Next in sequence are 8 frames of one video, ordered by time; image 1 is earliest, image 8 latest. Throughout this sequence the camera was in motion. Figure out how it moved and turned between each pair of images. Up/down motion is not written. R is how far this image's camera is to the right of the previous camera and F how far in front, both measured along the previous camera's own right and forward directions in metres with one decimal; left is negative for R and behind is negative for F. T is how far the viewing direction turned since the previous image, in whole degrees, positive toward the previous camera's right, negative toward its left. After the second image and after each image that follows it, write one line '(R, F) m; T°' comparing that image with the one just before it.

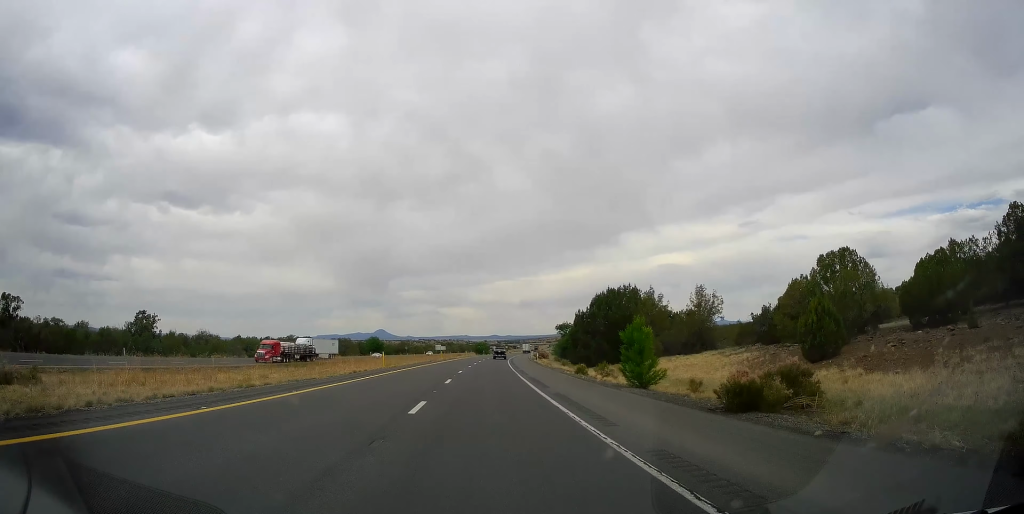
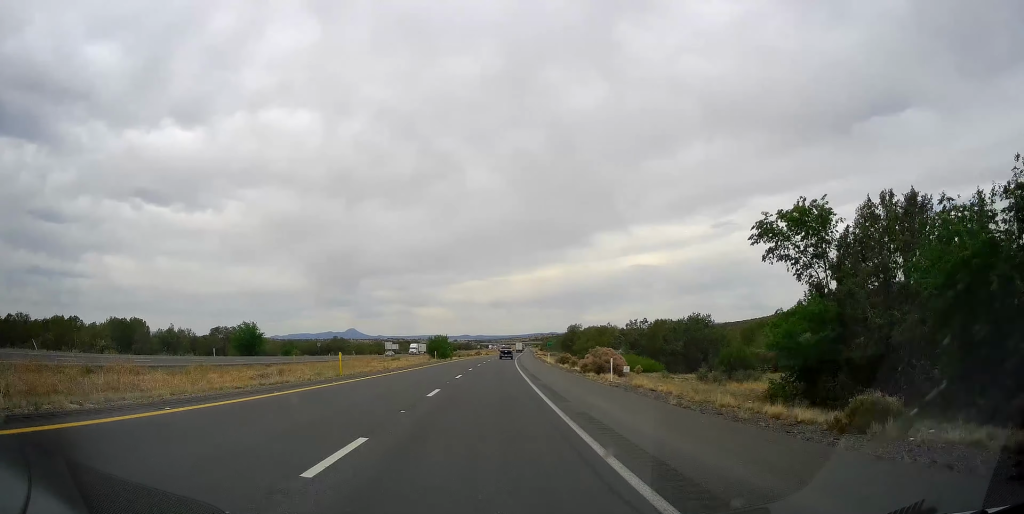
(+2.1, +91.9) m; +2°
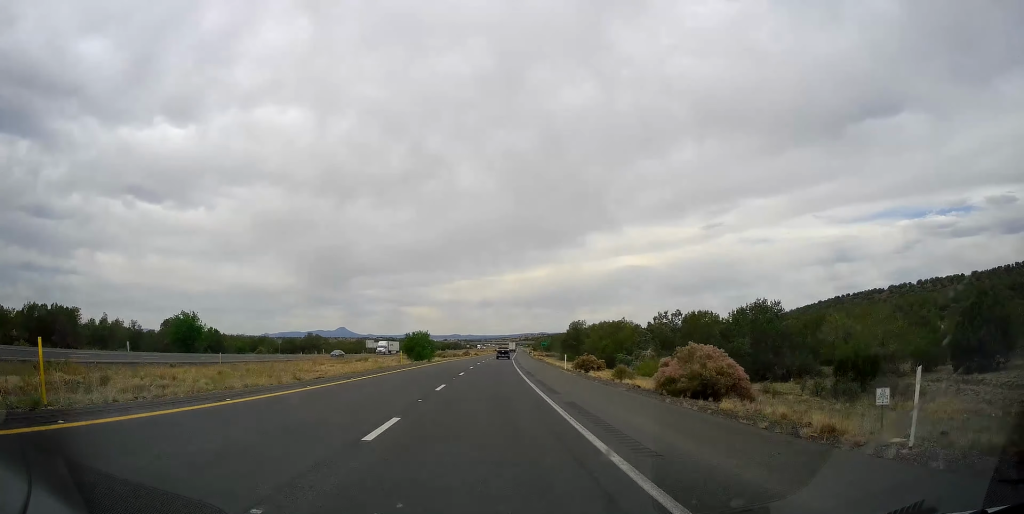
(+0.2, +21.5) m; +1°
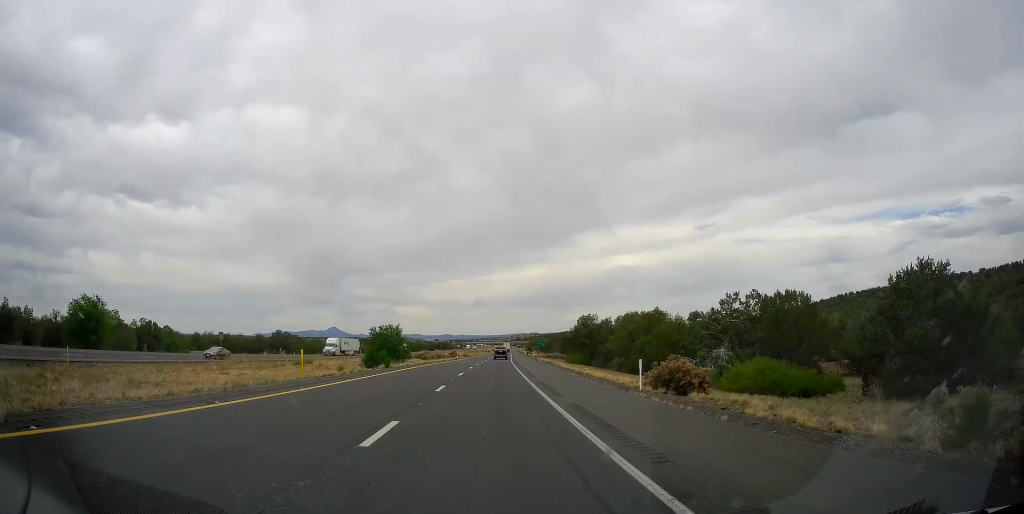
(+0.3, +25.0) m; +1°
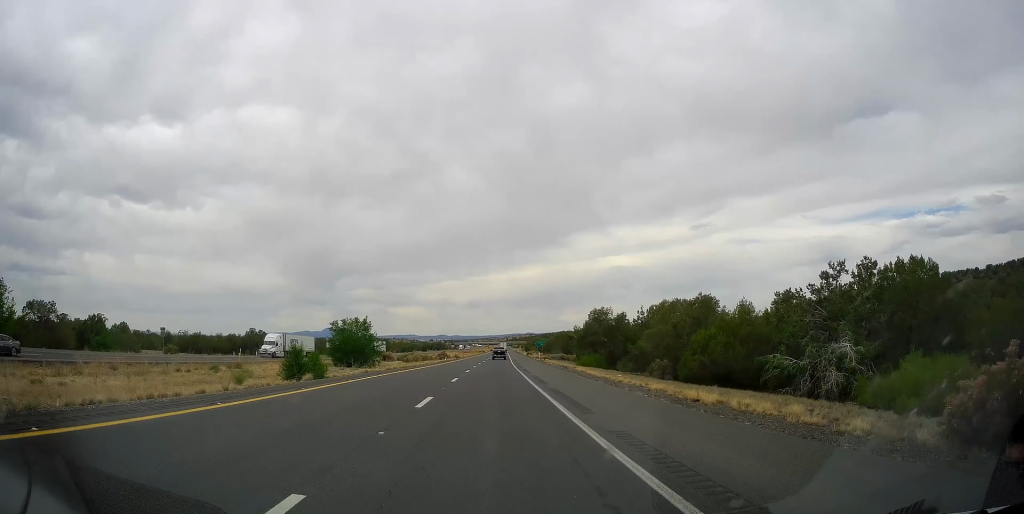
(+0.2, +18.2) m; +1°
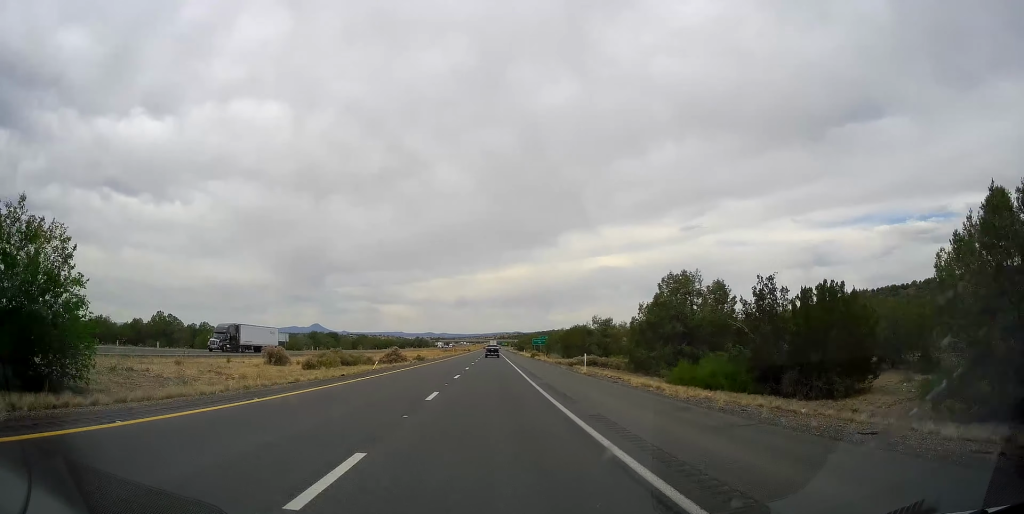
(+0.7, +46.4) m; +1°
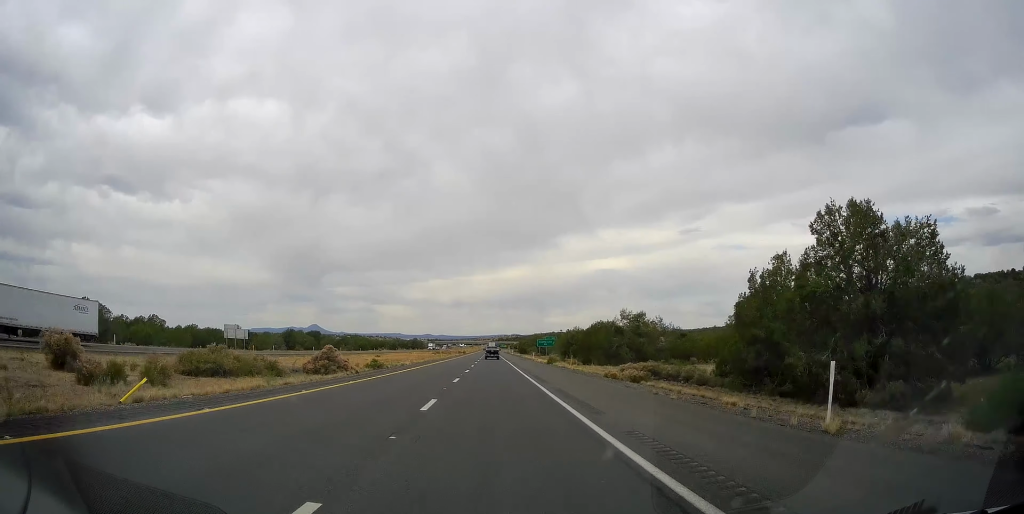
(-0.1, +27.1) m; +1°
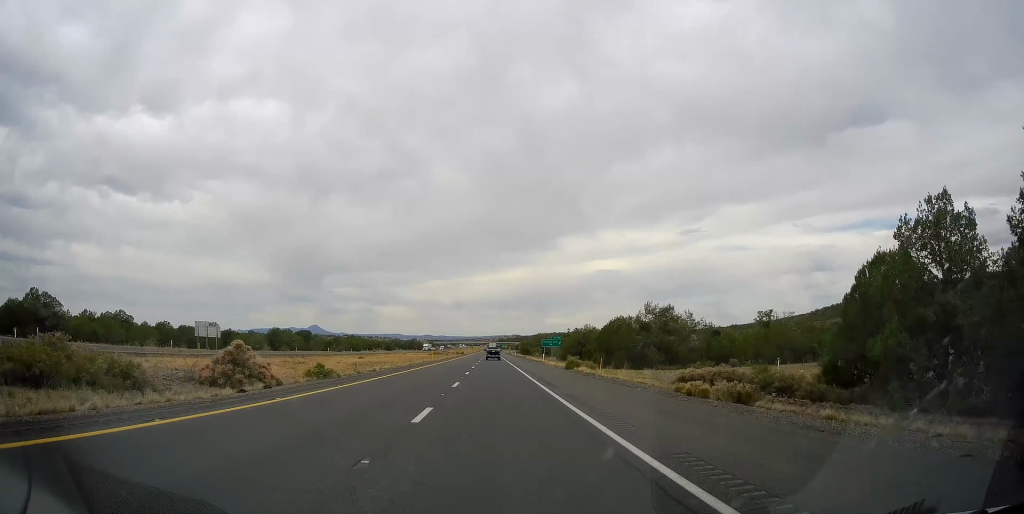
(-0.2, +14.7) m; 0°
